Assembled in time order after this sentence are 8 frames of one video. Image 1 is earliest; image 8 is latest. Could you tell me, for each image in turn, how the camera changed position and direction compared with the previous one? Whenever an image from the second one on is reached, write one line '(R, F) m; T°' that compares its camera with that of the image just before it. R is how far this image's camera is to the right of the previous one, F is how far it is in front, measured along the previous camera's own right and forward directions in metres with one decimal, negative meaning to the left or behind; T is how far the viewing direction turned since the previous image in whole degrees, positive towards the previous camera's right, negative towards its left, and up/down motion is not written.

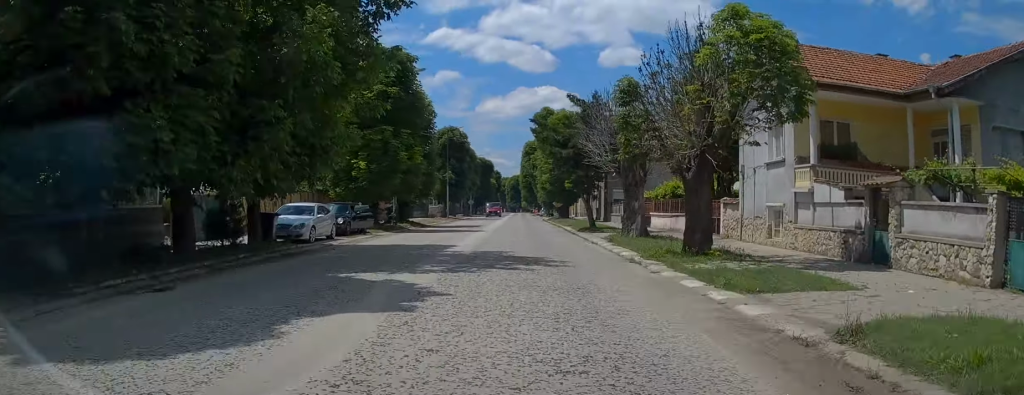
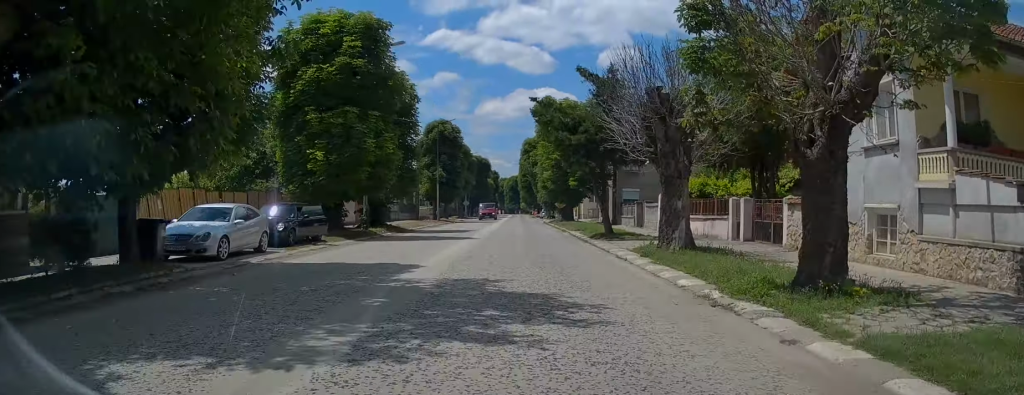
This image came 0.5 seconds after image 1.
(0.0, +6.6) m; 0°
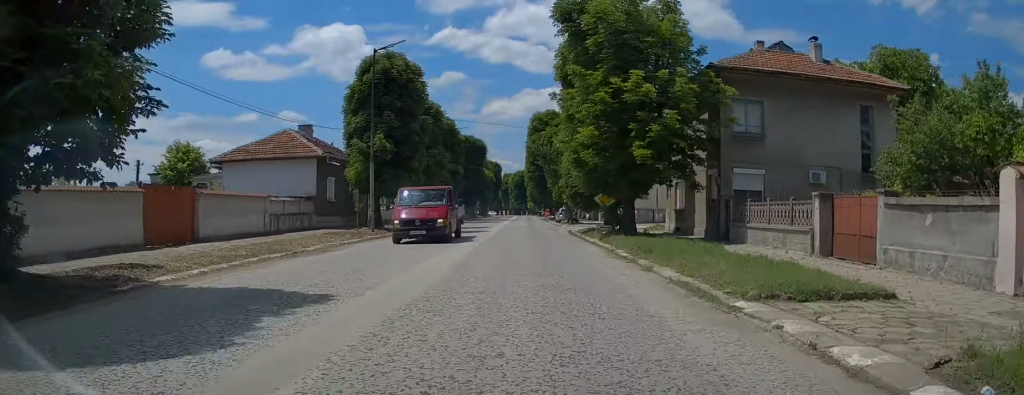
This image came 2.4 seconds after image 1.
(-0.3, +27.5) m; -2°
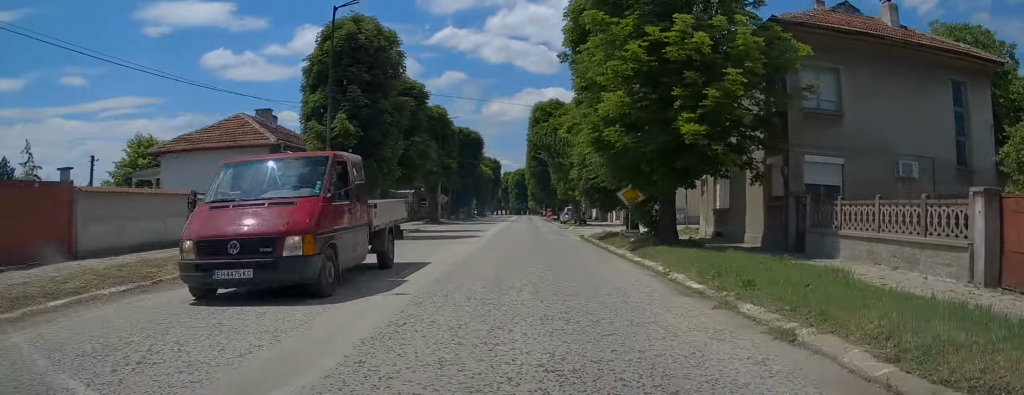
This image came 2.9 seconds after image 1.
(-0.2, +7.1) m; 0°
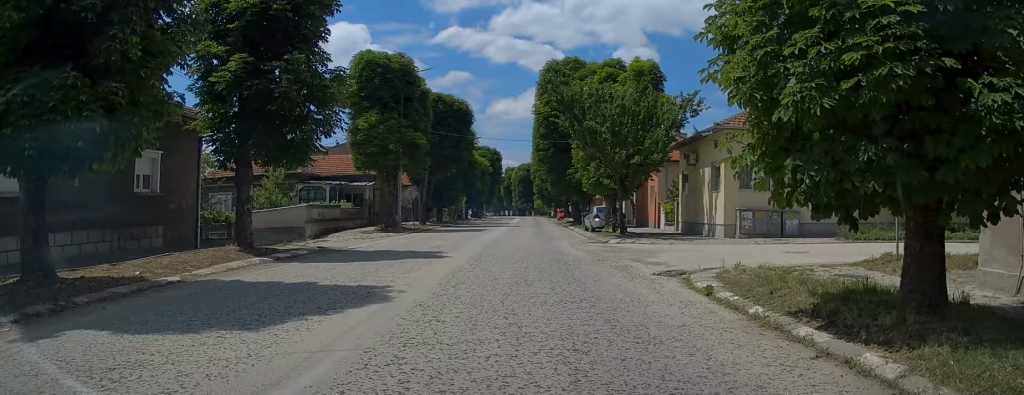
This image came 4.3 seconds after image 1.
(+0.4, +19.1) m; 0°
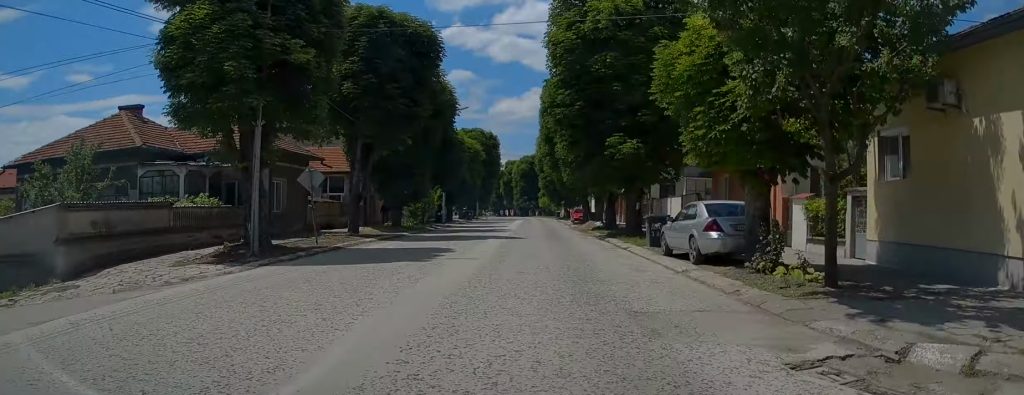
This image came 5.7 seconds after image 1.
(-0.7, +19.9) m; -1°
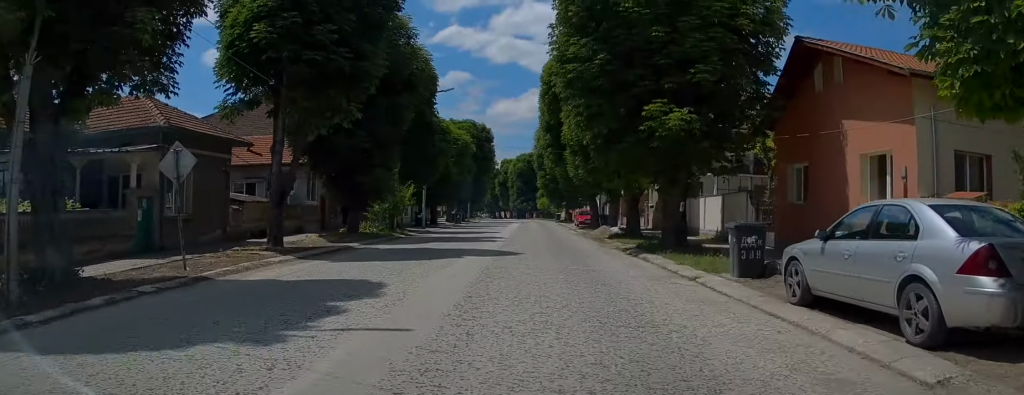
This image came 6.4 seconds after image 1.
(0.0, +8.5) m; +1°
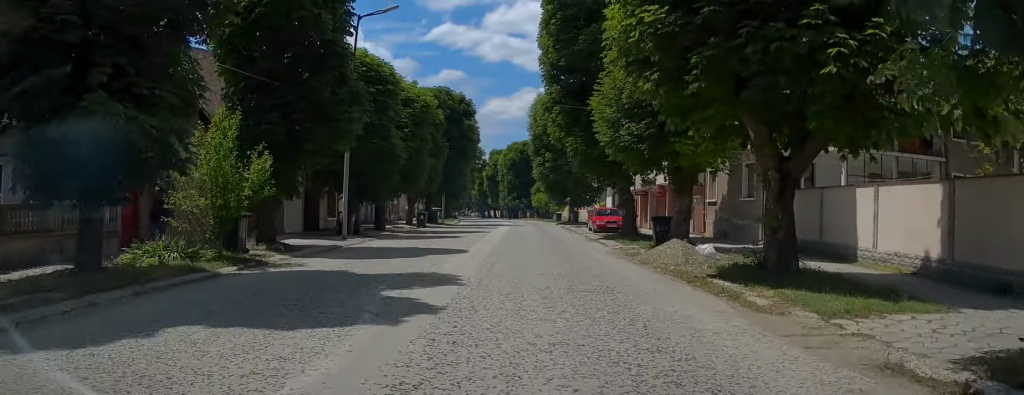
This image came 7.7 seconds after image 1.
(+0.2, +17.3) m; 0°
